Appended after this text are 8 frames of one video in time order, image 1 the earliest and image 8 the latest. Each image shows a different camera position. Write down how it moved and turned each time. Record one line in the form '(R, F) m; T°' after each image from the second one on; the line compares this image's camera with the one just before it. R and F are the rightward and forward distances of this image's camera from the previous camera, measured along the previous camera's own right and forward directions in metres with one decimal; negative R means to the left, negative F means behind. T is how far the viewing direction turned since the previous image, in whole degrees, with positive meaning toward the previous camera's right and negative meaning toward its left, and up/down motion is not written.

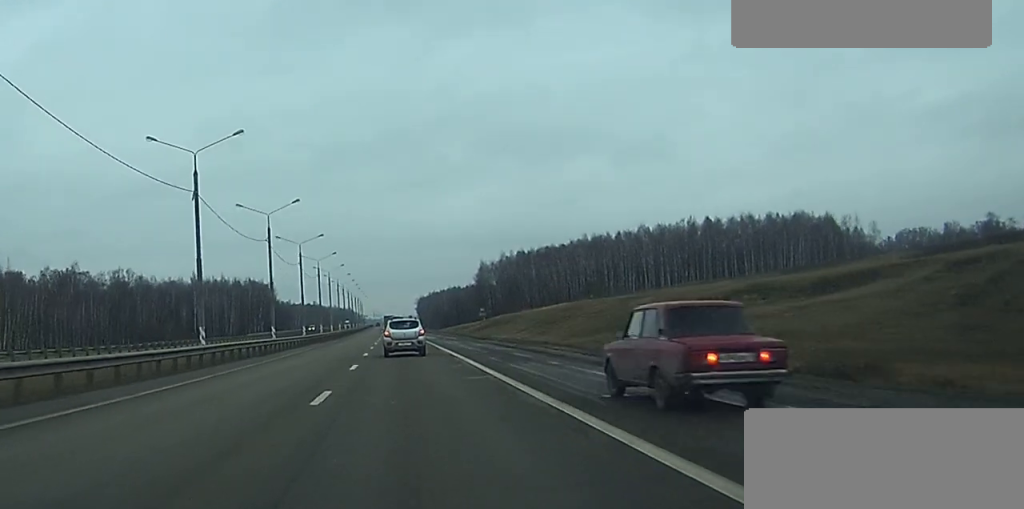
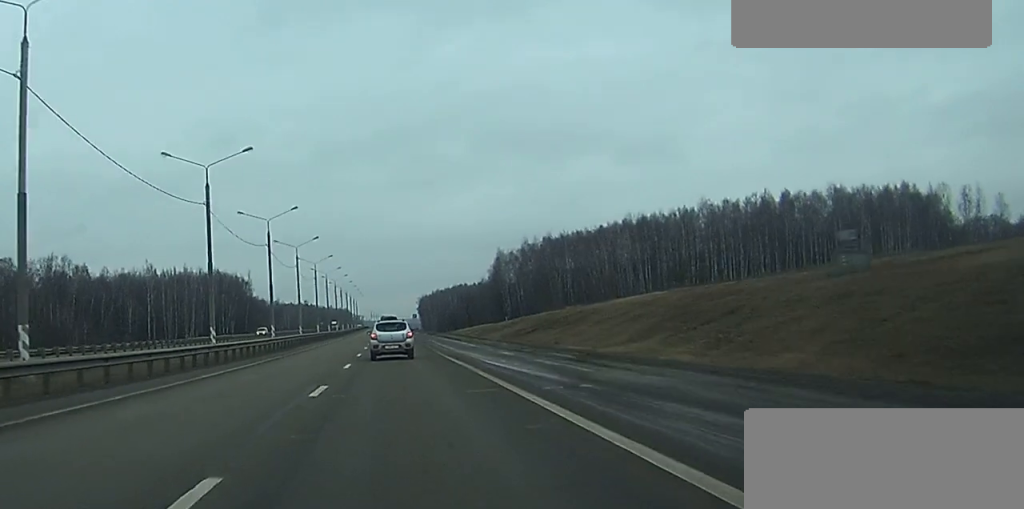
(-0.3, +58.3) m; 0°
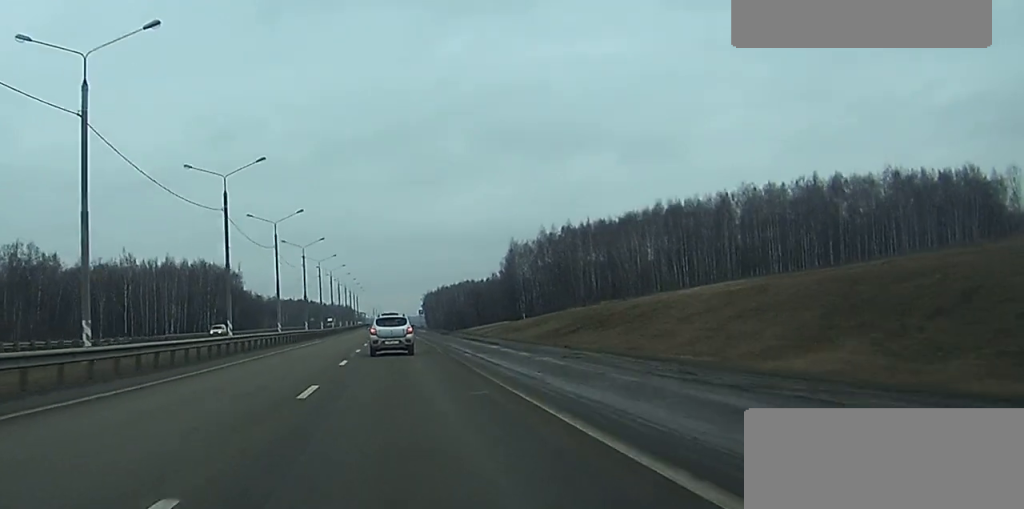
(0.0, +24.9) m; 0°
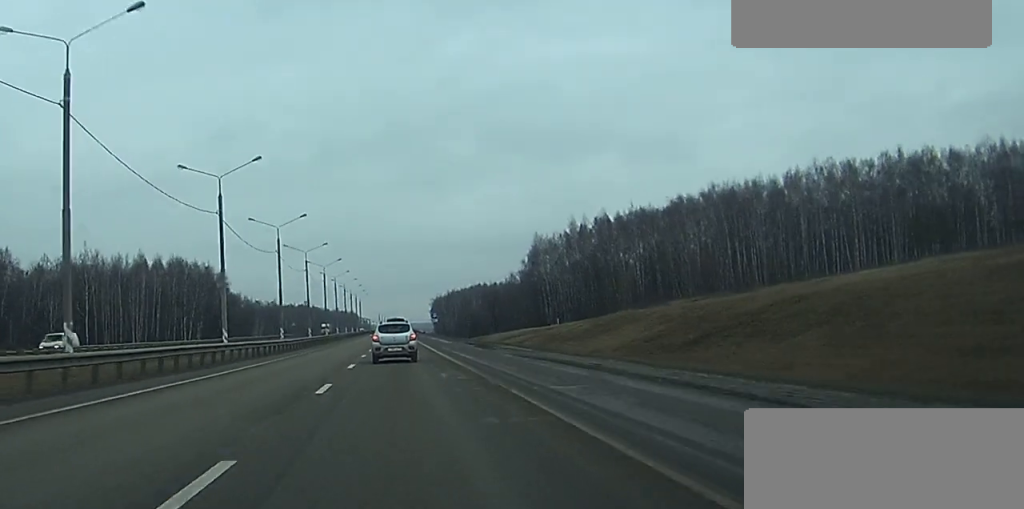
(0.0, +33.6) m; 0°
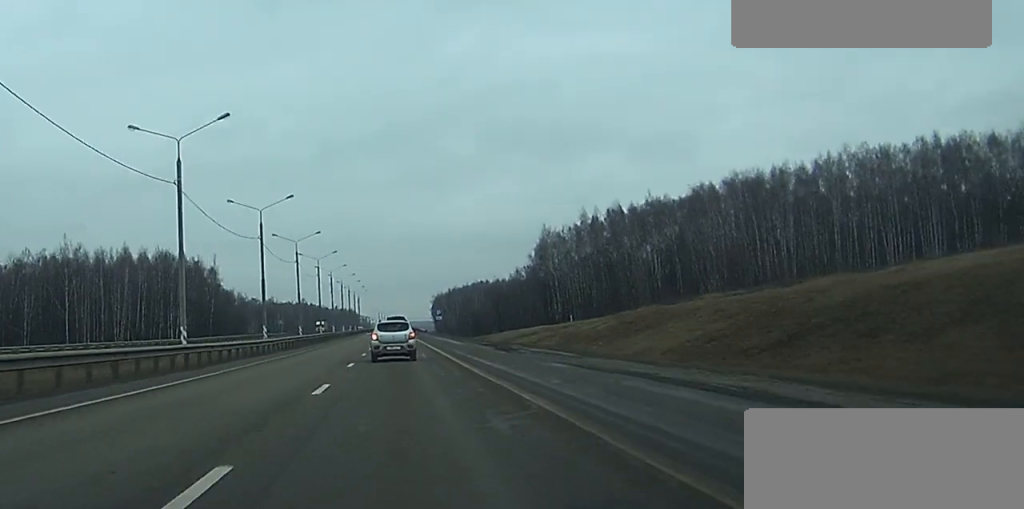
(0.0, +12.3) m; 0°
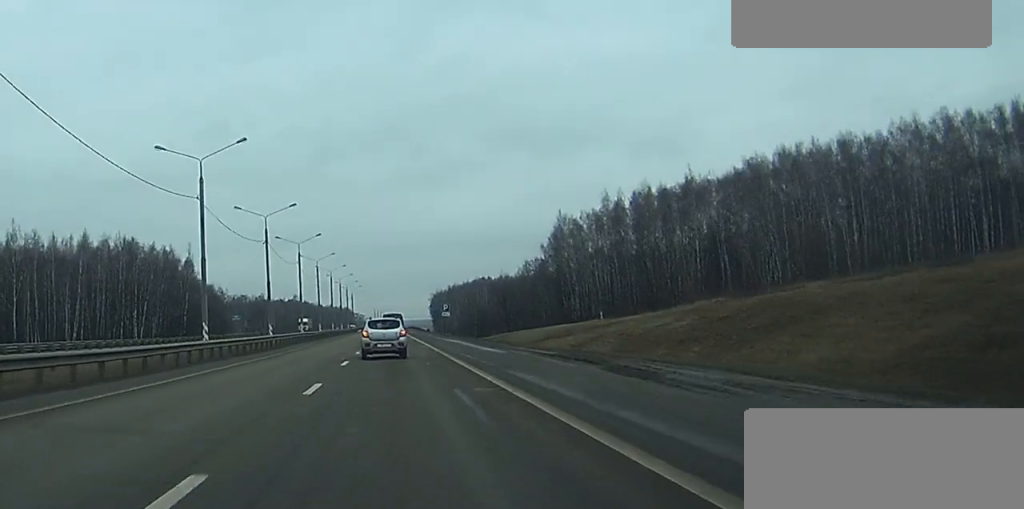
(0.0, +24.5) m; 0°
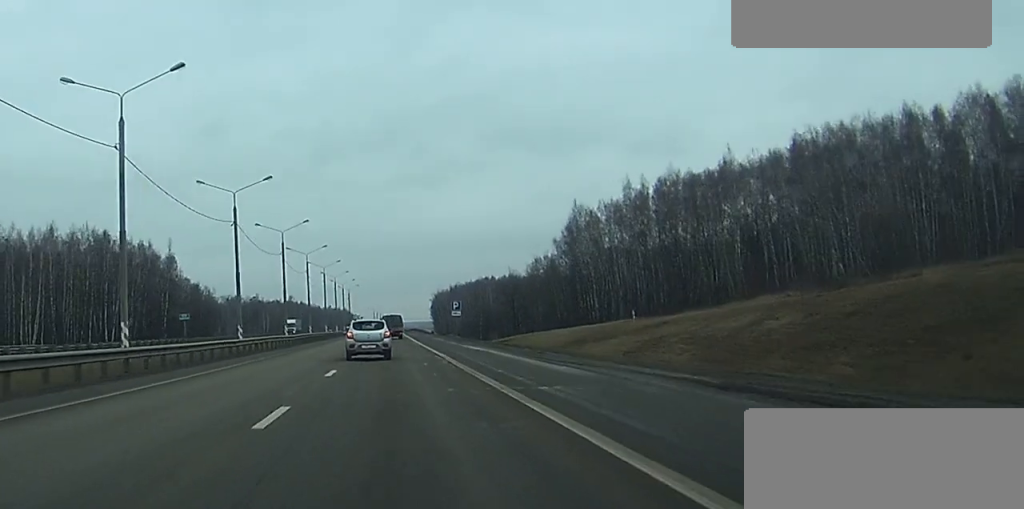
(0.0, +17.4) m; 0°
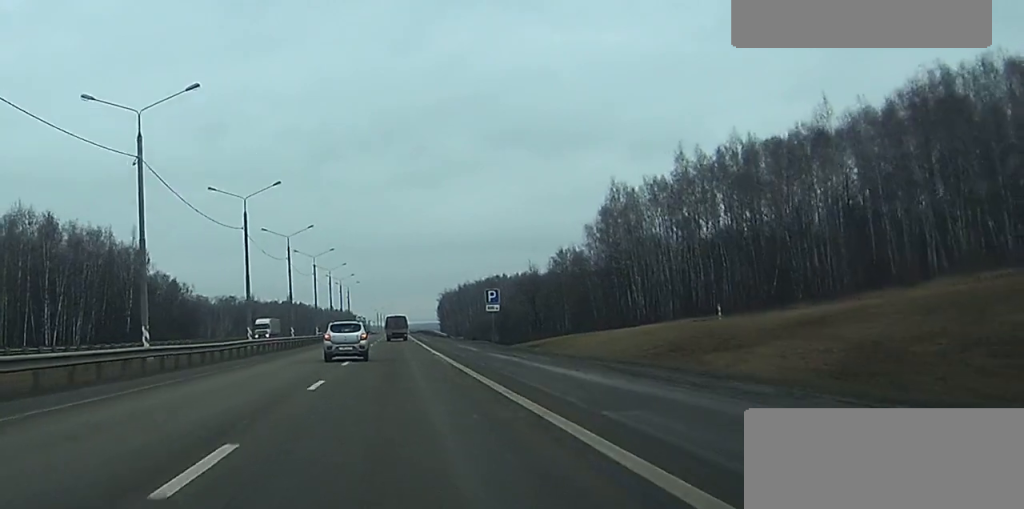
(0.0, +28.6) m; 0°
